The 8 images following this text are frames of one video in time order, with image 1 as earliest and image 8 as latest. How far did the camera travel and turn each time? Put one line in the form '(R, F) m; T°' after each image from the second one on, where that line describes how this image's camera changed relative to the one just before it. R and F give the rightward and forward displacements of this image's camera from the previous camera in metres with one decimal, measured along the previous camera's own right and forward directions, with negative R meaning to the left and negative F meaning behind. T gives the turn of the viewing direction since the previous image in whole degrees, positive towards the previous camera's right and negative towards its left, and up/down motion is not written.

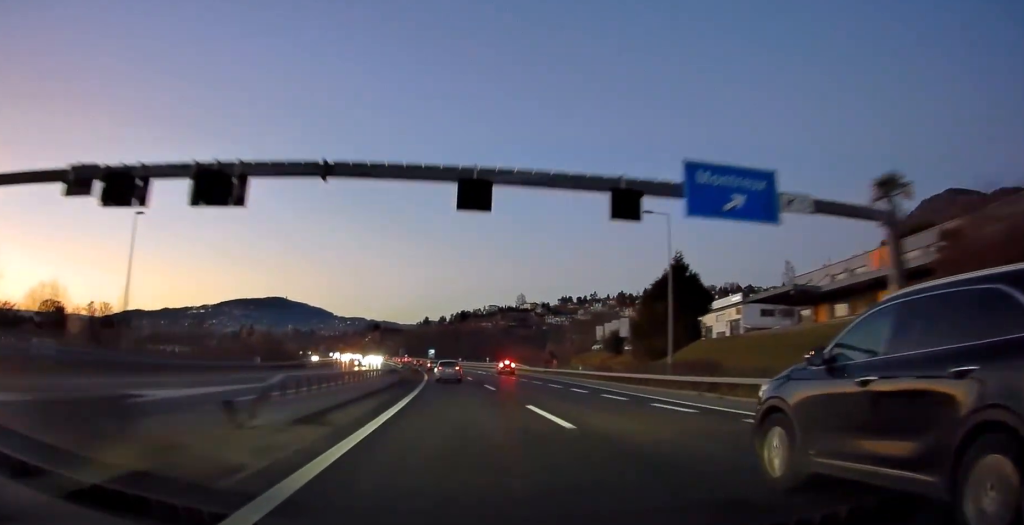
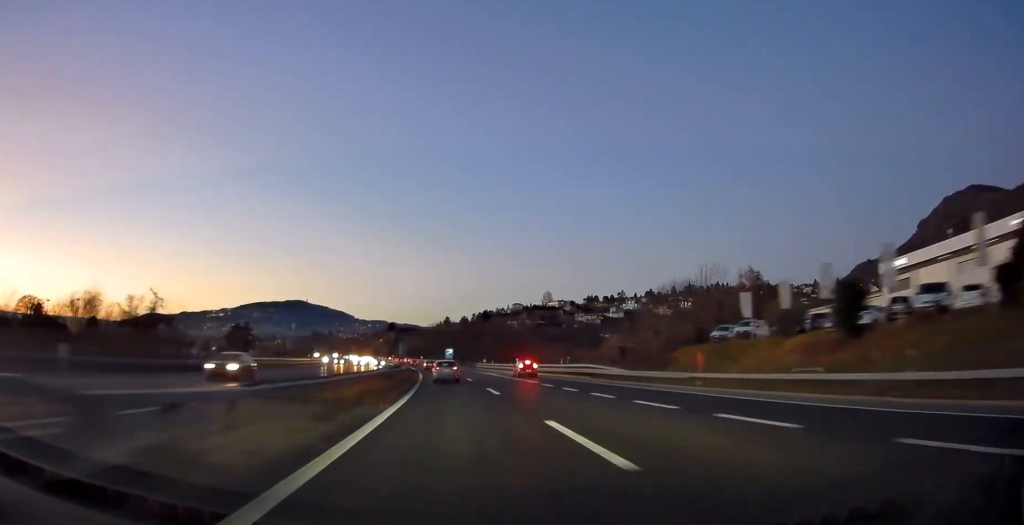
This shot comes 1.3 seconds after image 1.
(-0.3, +40.9) m; -2°
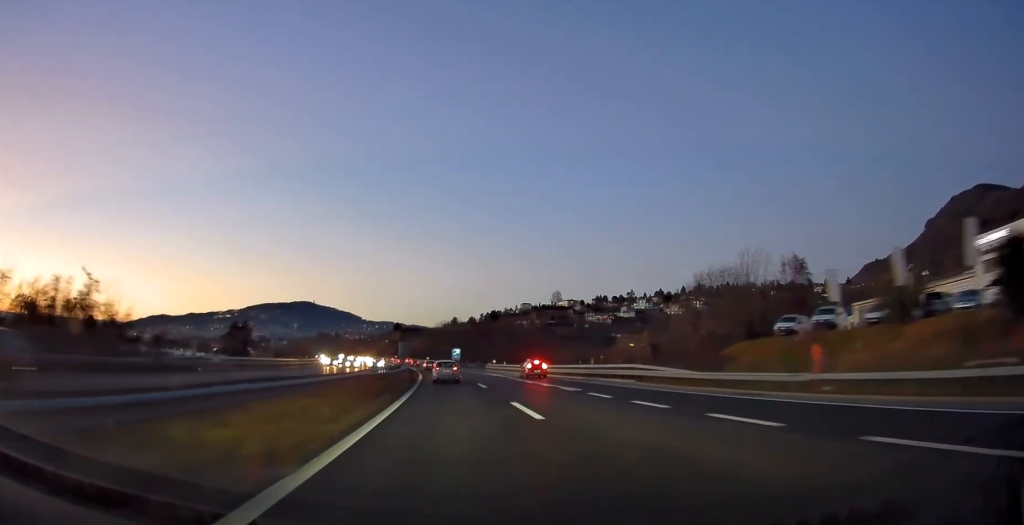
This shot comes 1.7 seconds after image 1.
(-0.2, +12.2) m; -1°
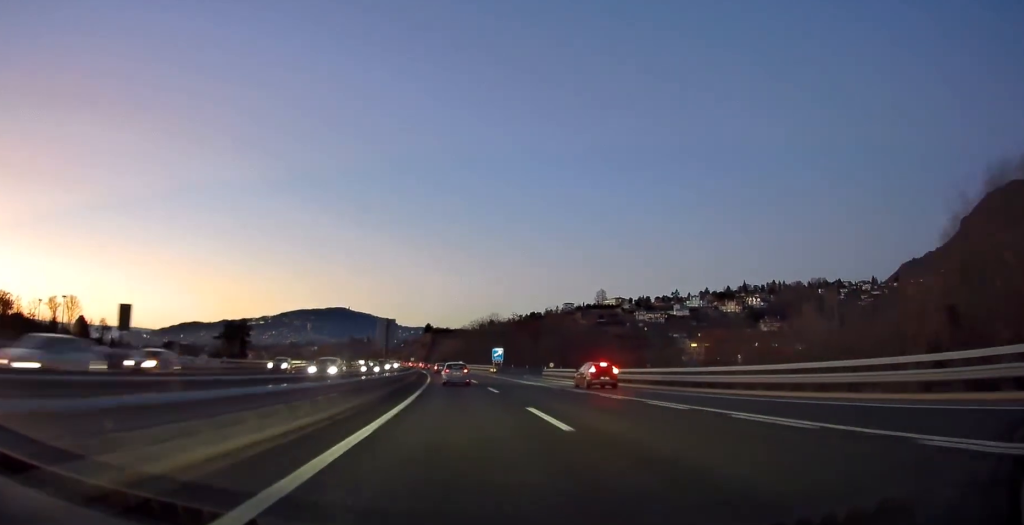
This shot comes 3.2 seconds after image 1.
(-1.1, +44.7) m; -3°
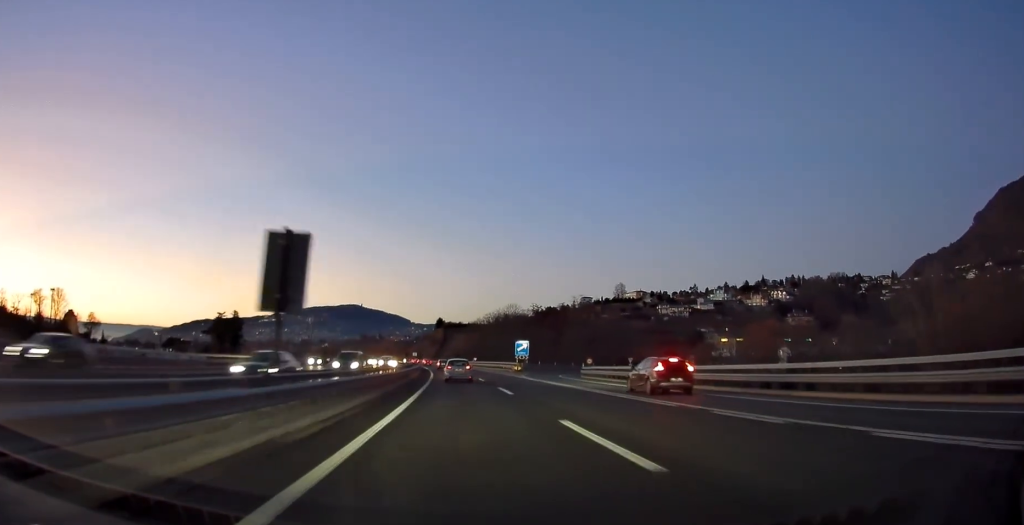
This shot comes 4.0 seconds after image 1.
(-0.5, +23.1) m; -2°
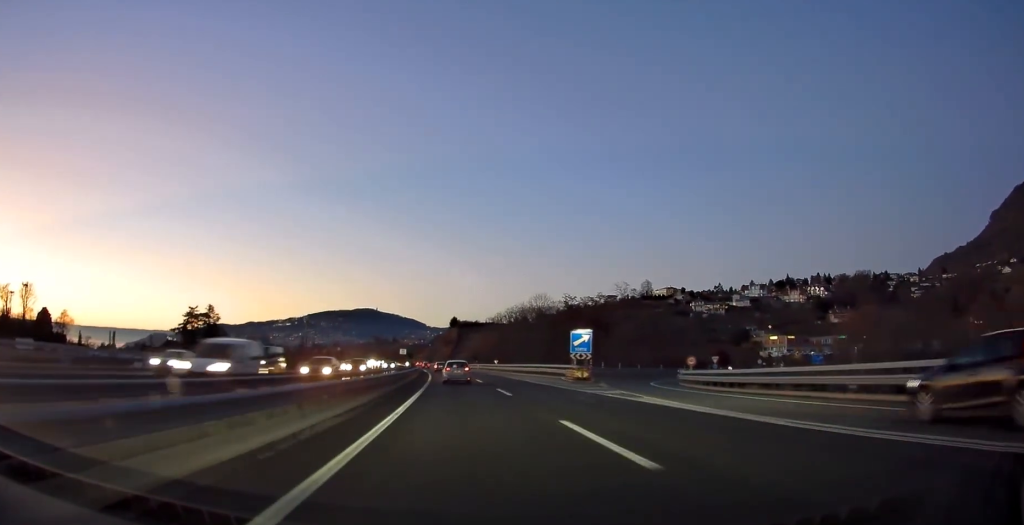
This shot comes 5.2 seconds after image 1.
(-1.0, +35.7) m; -2°
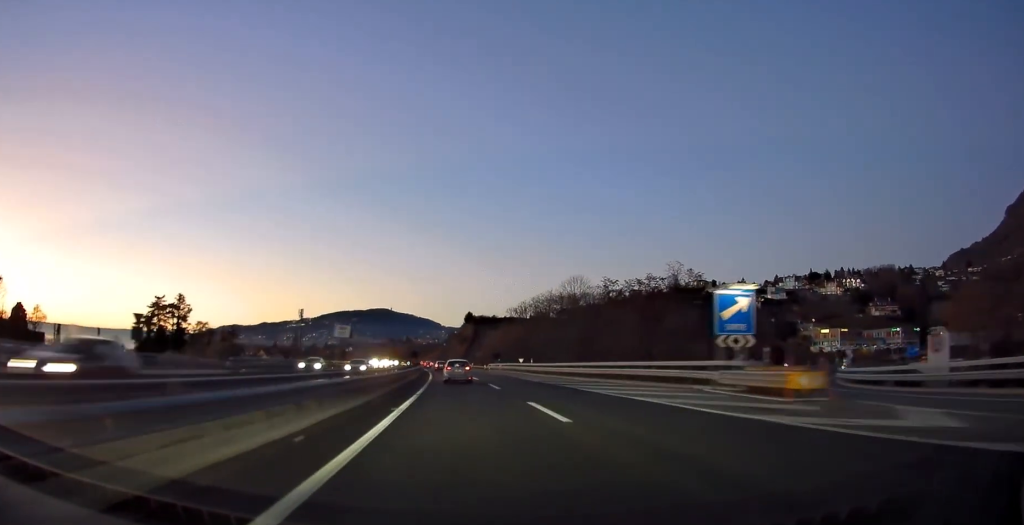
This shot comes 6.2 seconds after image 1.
(-0.1, +30.4) m; -1°
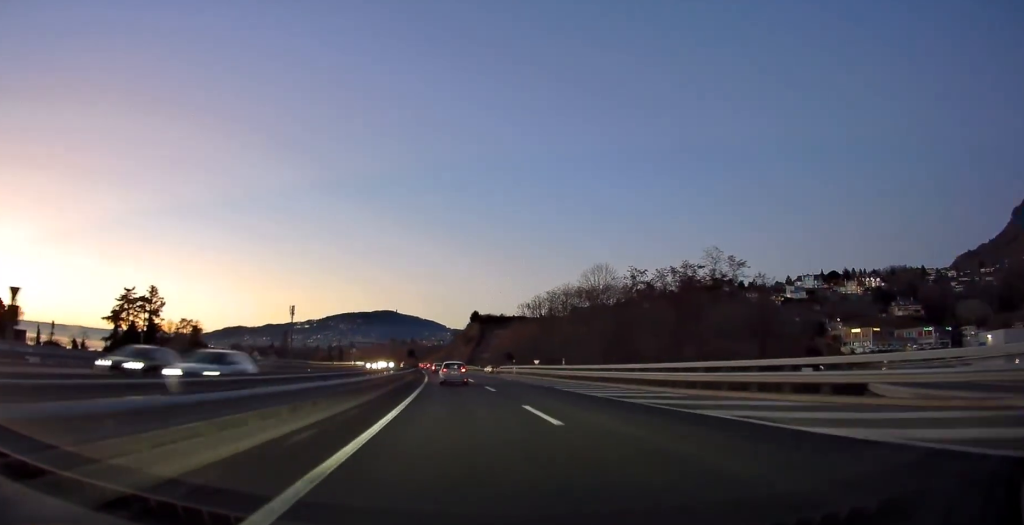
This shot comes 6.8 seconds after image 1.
(-0.2, +17.6) m; -1°
